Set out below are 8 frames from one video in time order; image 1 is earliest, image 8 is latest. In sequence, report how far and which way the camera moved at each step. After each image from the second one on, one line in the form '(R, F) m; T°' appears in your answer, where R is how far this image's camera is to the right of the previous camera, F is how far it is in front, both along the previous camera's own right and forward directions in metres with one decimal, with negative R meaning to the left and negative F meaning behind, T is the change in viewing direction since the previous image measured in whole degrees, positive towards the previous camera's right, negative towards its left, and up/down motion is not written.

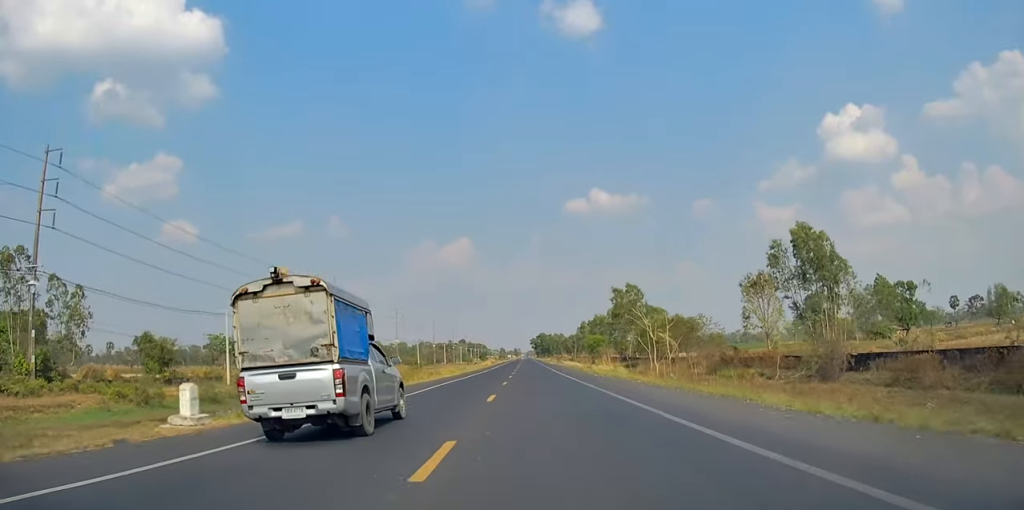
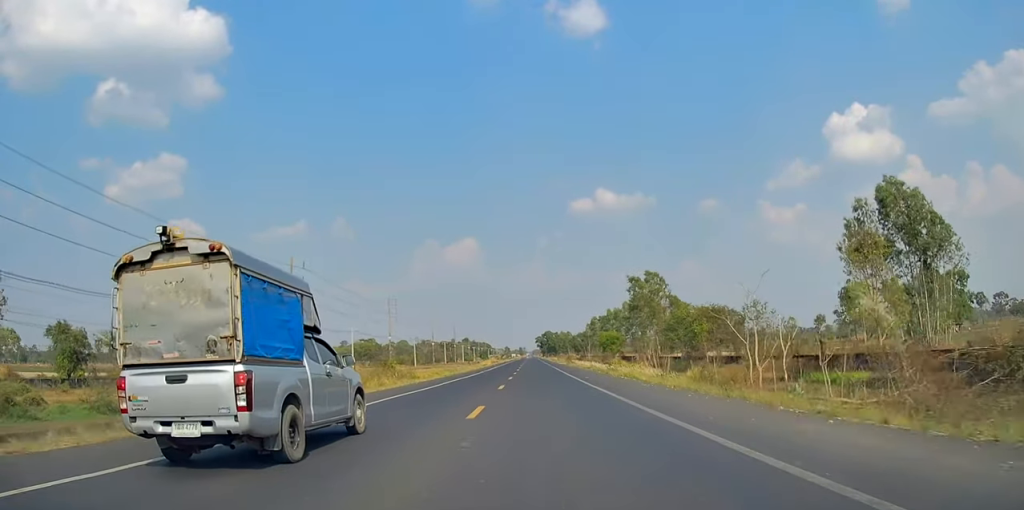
(-0.1, +17.2) m; -1°
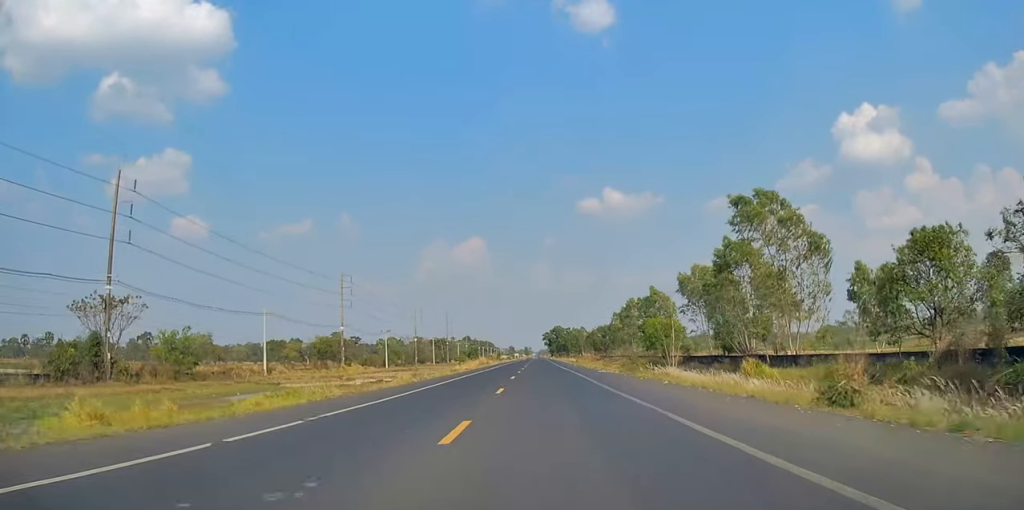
(+0.1, +51.6) m; +1°
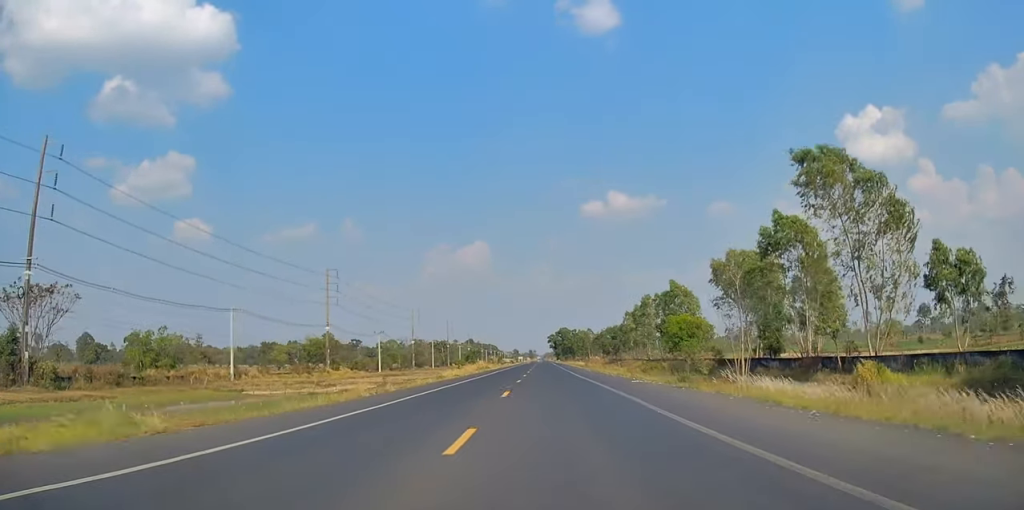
(+0.3, +12.7) m; 0°
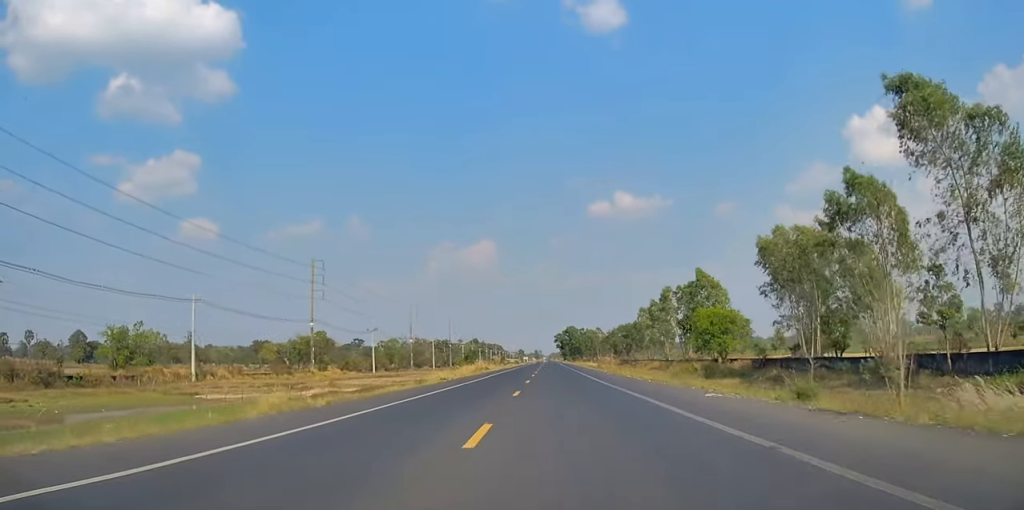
(-0.2, +12.0) m; -1°
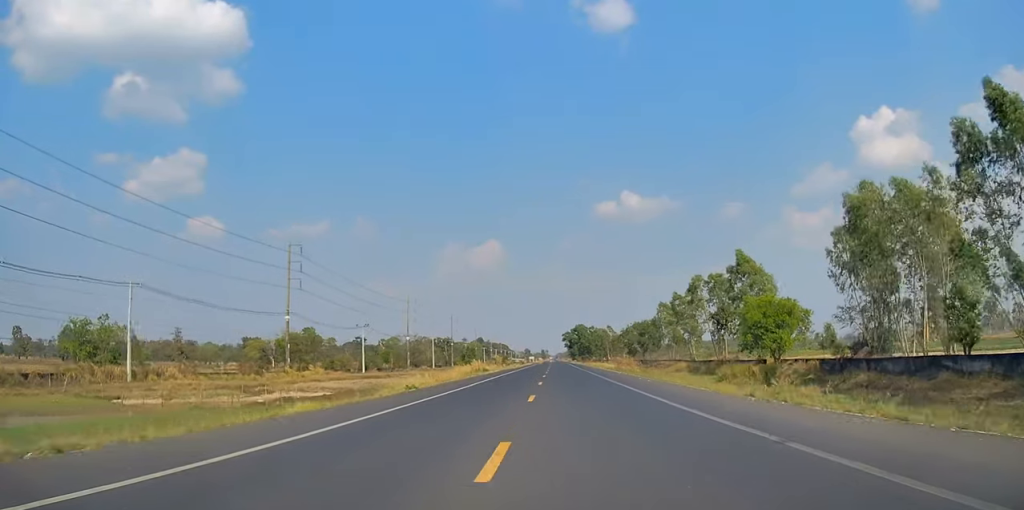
(-0.1, +13.5) m; -1°
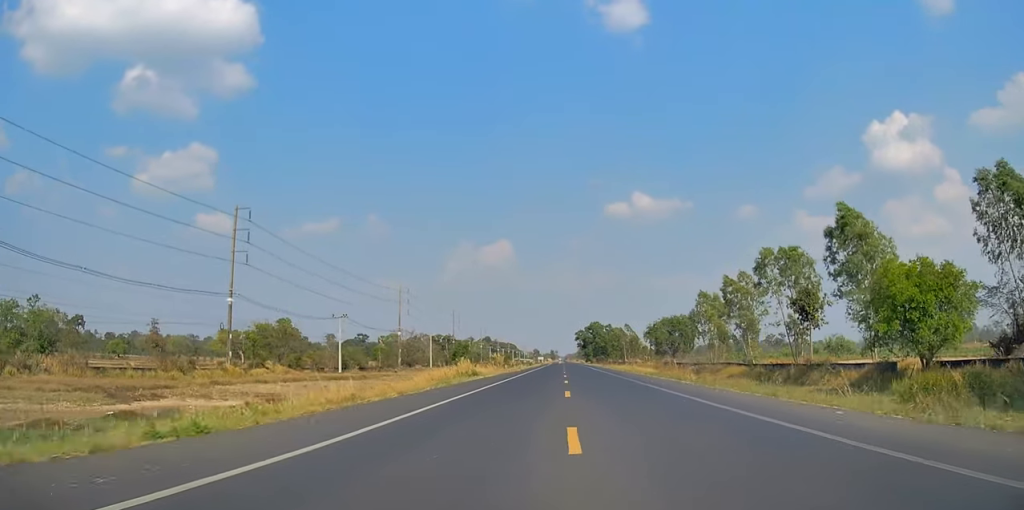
(-0.2, +22.7) m; -2°
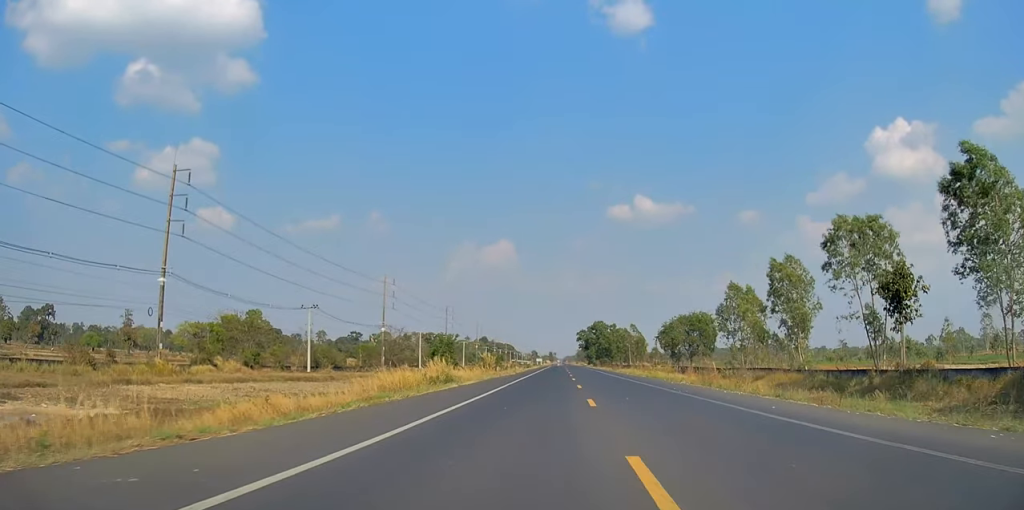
(-0.3, +13.9) m; 0°
